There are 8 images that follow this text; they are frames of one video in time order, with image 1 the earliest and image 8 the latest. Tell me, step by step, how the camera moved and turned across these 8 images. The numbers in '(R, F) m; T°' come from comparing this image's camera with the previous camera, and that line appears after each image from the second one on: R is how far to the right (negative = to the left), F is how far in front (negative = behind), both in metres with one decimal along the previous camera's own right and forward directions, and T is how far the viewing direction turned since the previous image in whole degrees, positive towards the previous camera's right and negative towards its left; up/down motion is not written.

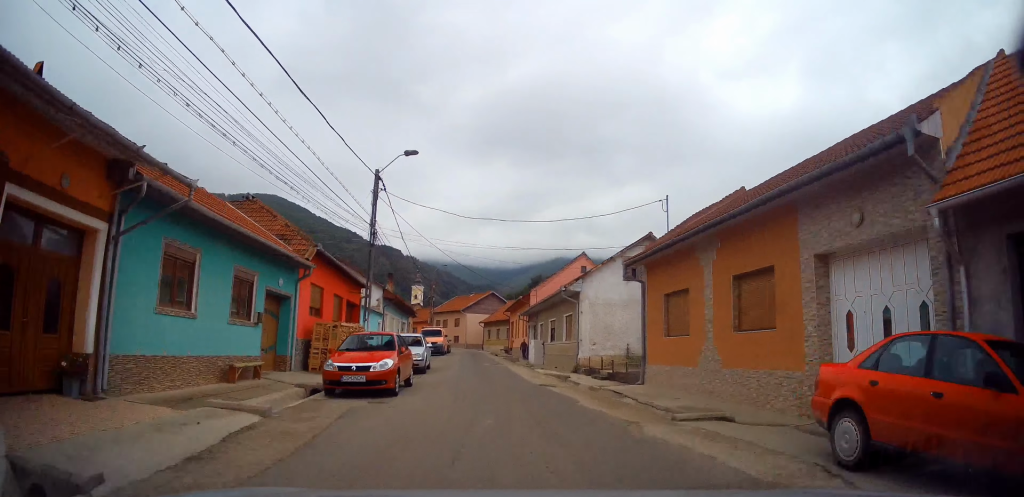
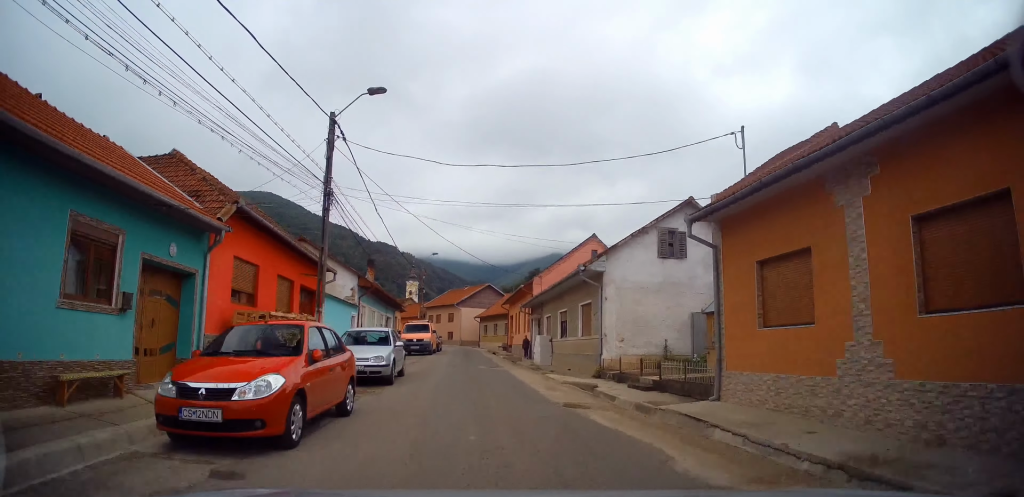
(-0.2, +5.9) m; -1°
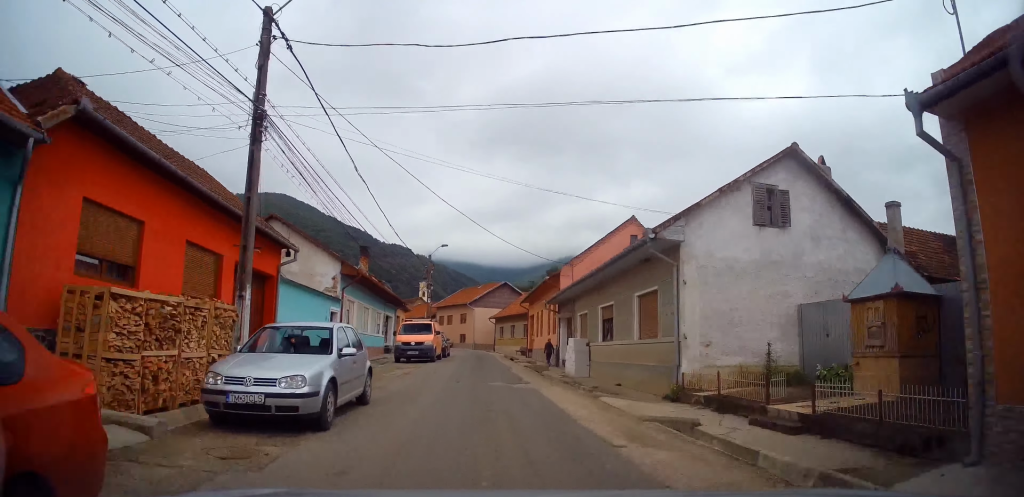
(-0.1, +6.5) m; -1°
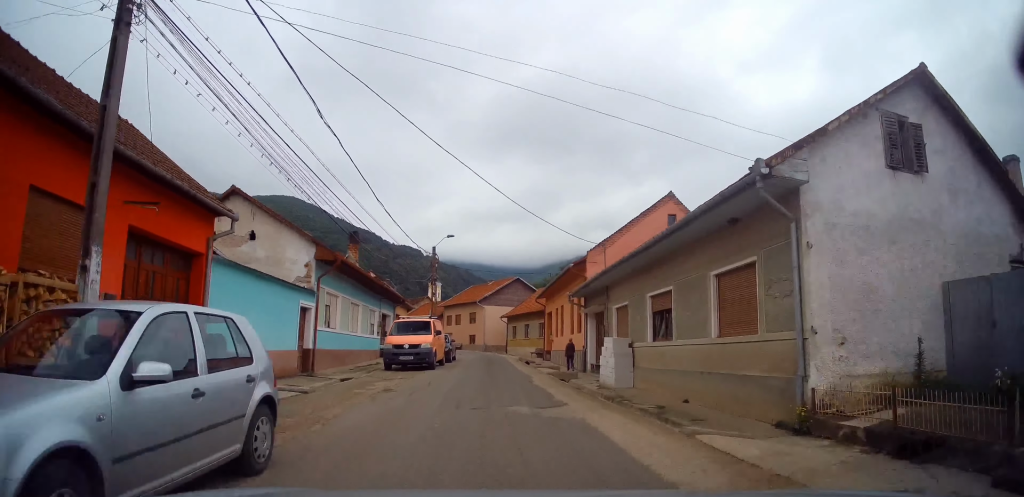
(0.0, +5.1) m; 0°
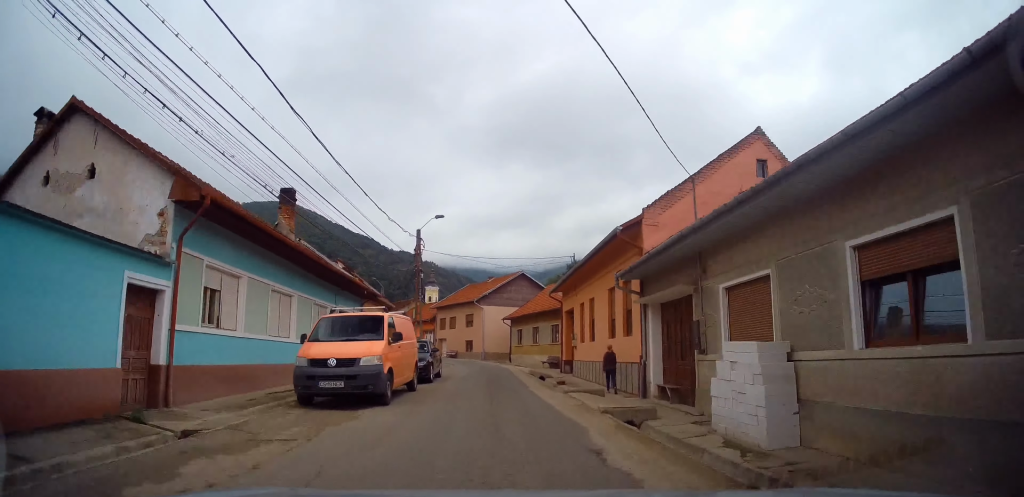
(0.0, +9.4) m; -1°
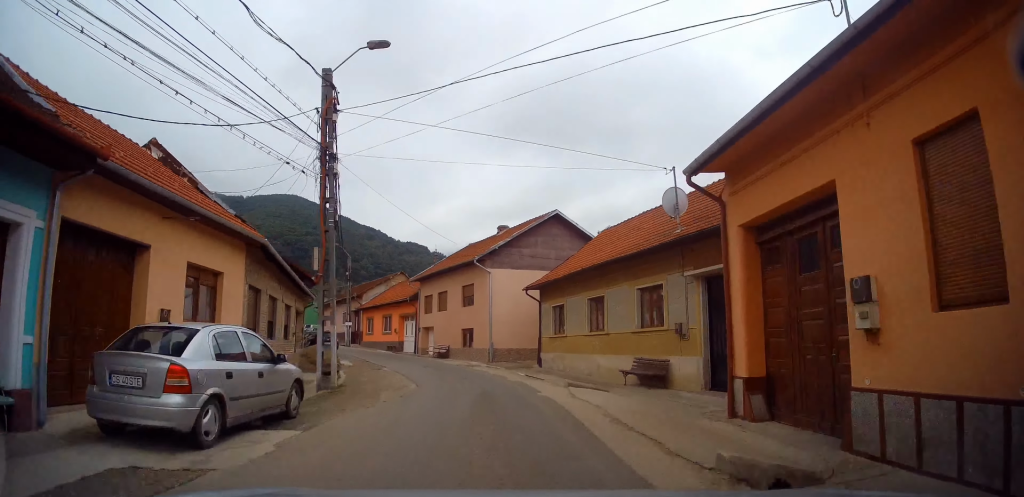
(+0.3, +20.5) m; +1°
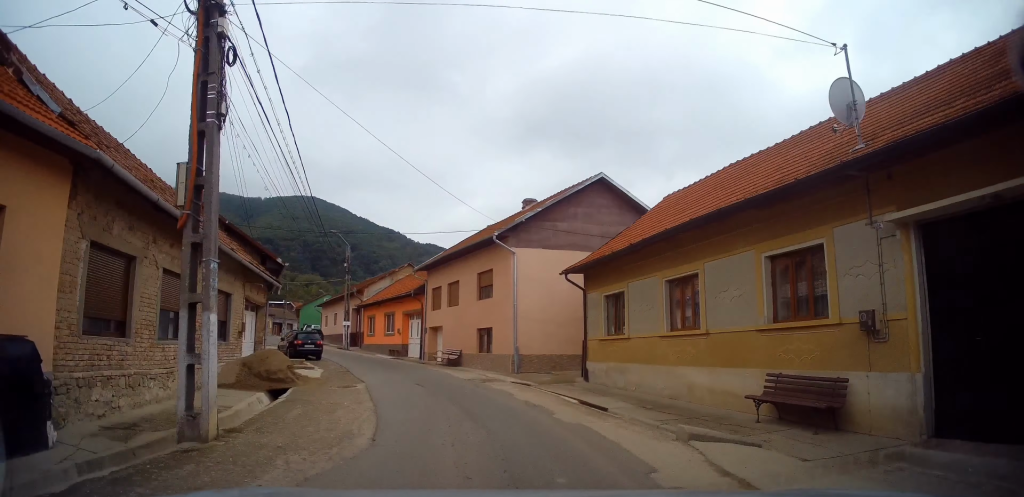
(-0.3, +7.3) m; -4°
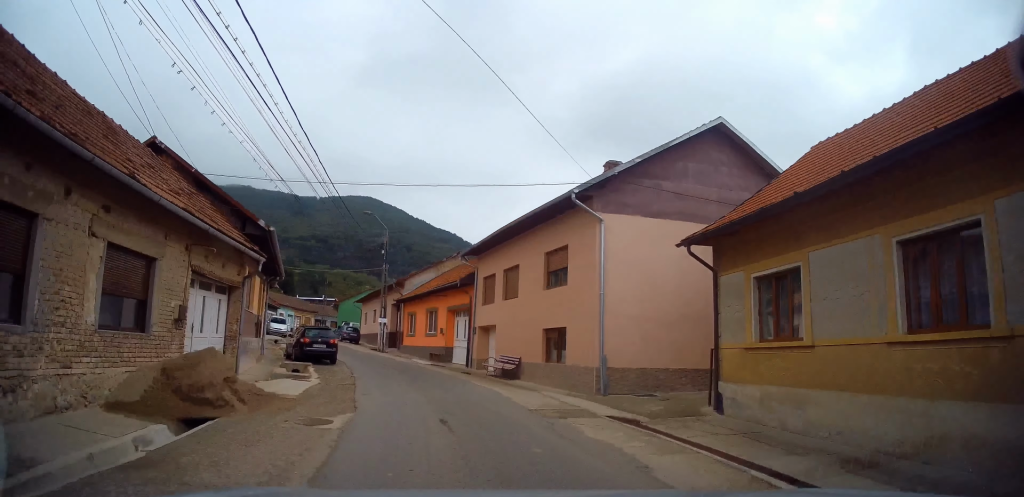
(-0.3, +7.0) m; -5°
